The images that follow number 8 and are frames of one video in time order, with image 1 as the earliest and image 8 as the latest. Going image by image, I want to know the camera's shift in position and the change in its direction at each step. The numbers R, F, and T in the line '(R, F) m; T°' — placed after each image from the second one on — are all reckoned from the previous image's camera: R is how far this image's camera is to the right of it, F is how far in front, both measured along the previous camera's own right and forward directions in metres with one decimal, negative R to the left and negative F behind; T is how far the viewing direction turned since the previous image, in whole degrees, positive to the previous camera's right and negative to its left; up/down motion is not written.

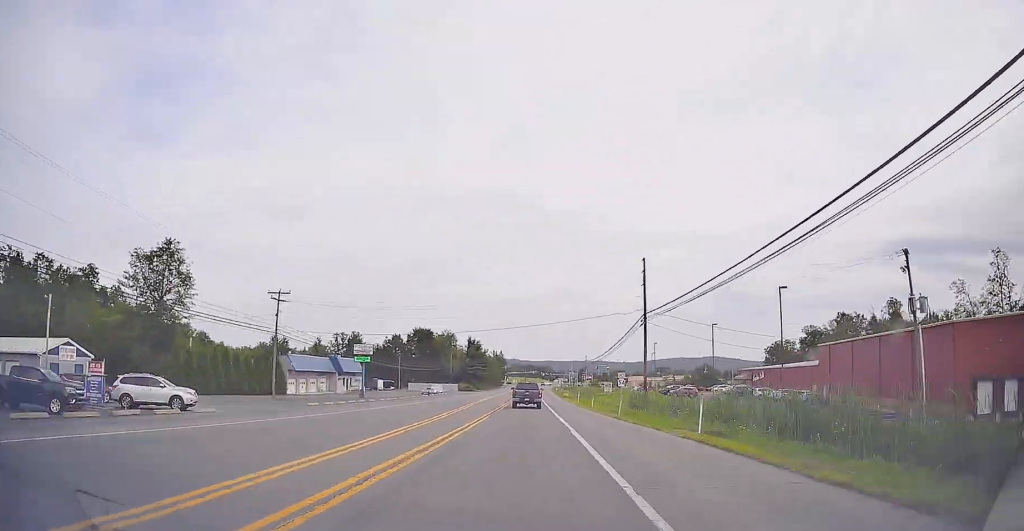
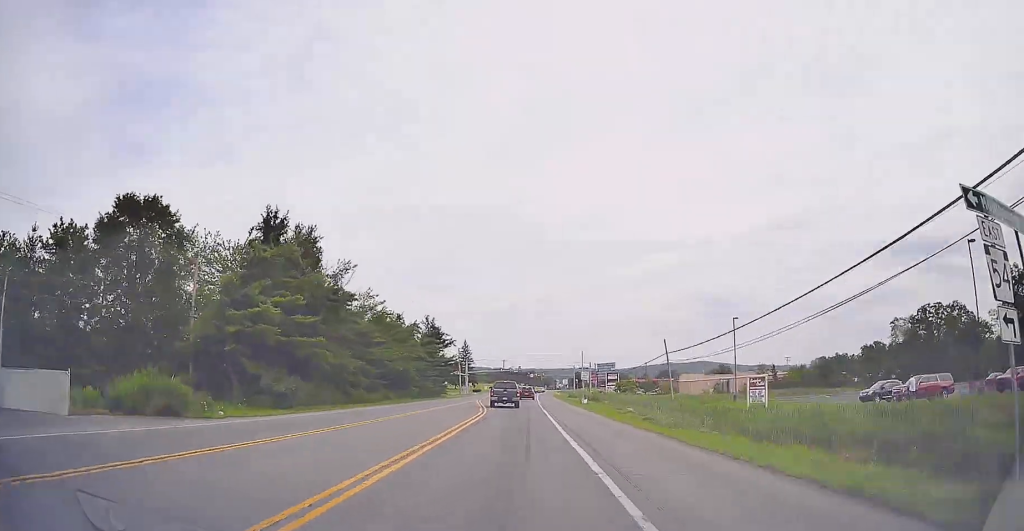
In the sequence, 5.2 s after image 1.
(-0.3, +101.9) m; 0°
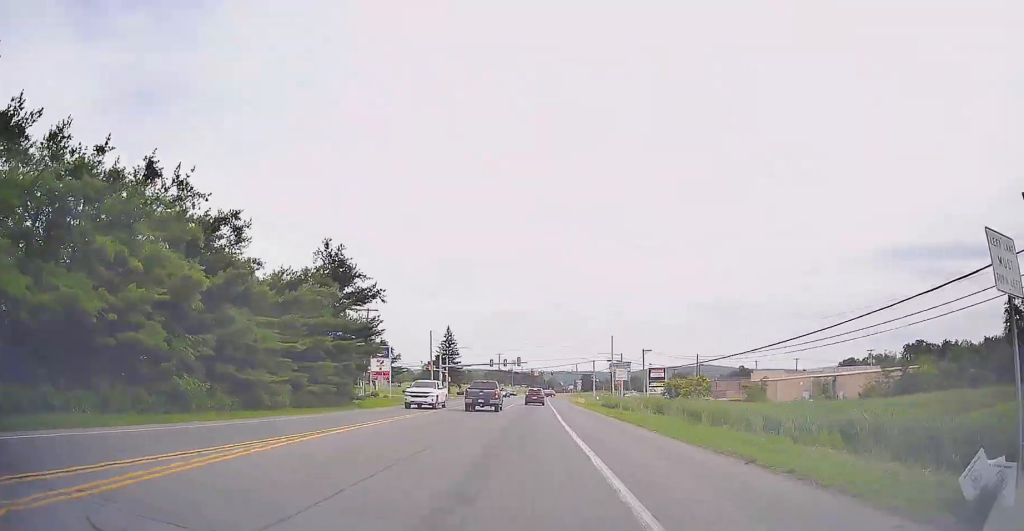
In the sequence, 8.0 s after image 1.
(+0.1, +30.1) m; 0°
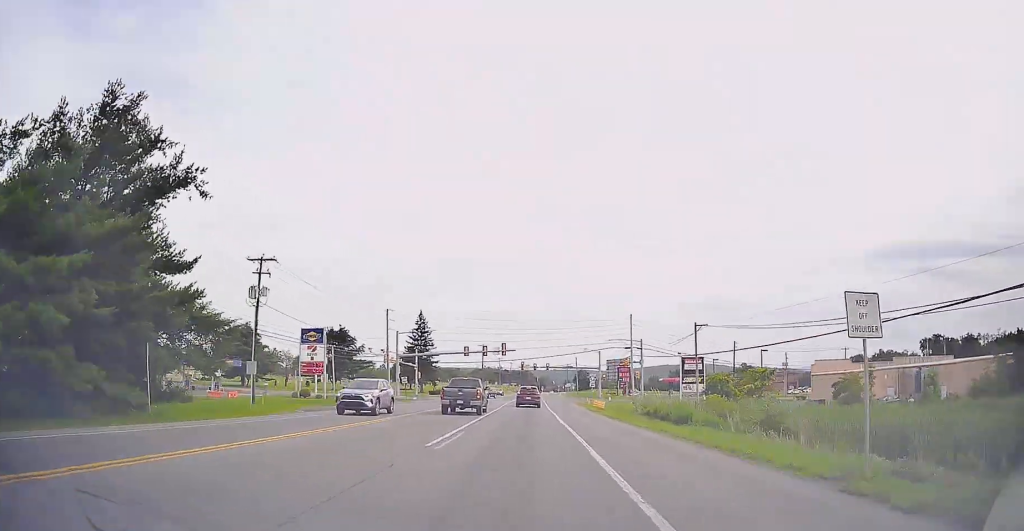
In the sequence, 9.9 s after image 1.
(0.0, +17.0) m; 0°
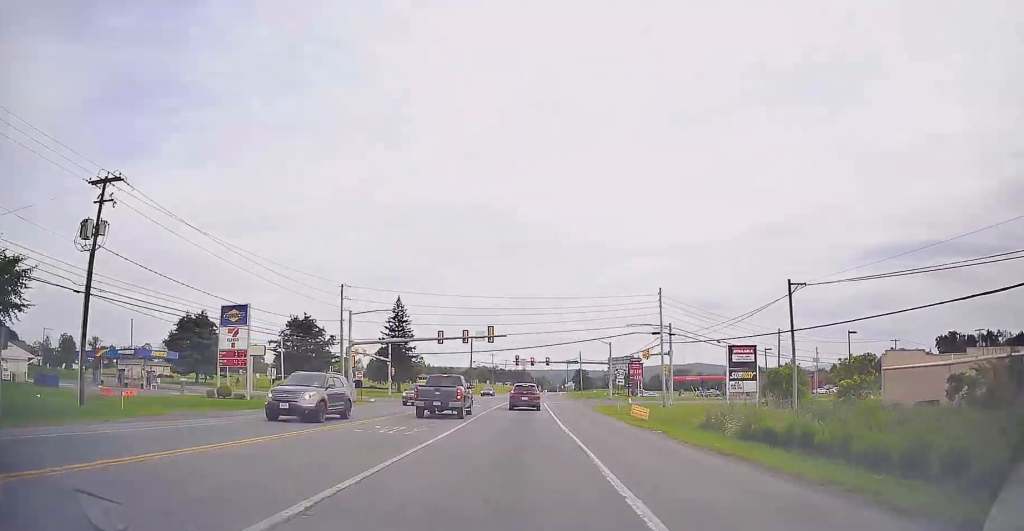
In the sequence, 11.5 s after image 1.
(0.0, +12.0) m; 0°
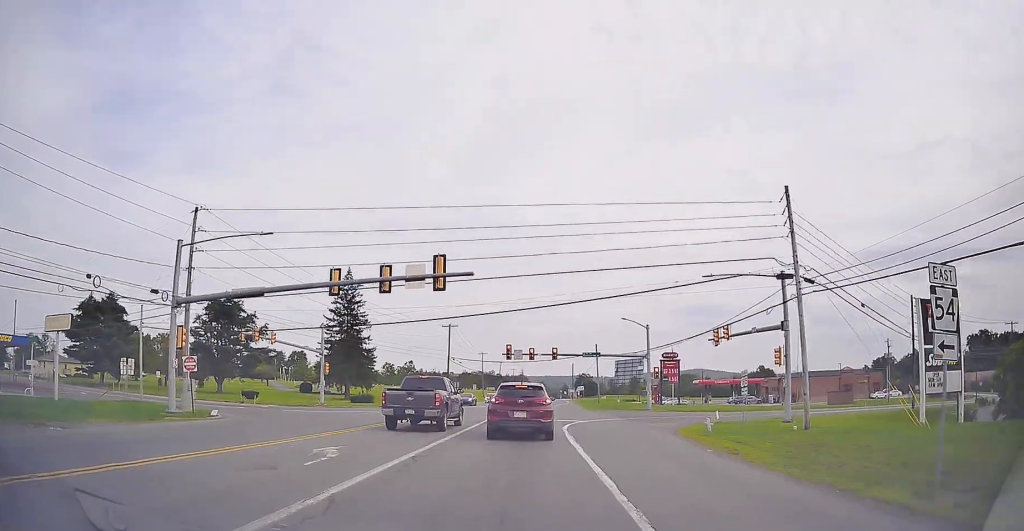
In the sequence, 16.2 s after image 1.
(+0.9, +34.9) m; +2°
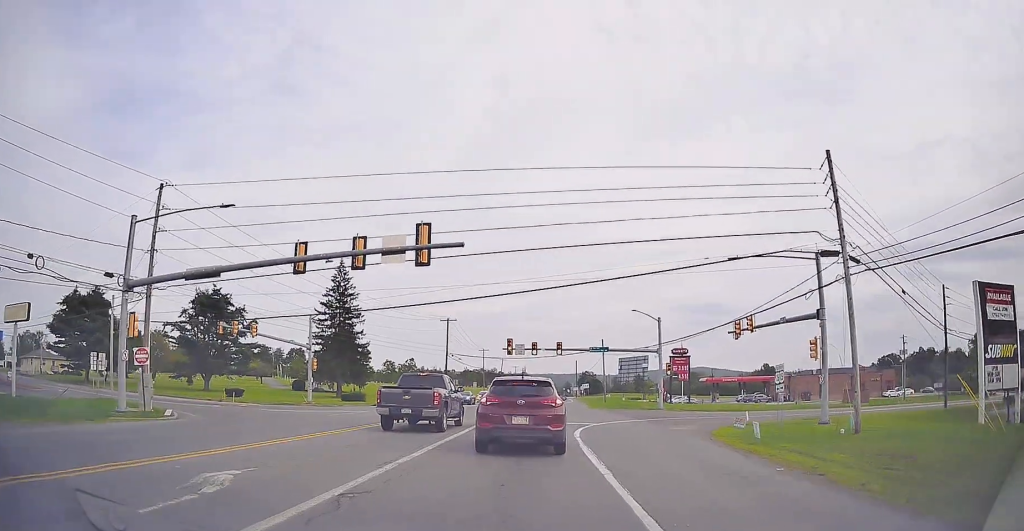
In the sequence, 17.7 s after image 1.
(+0.4, +8.8) m; 0°
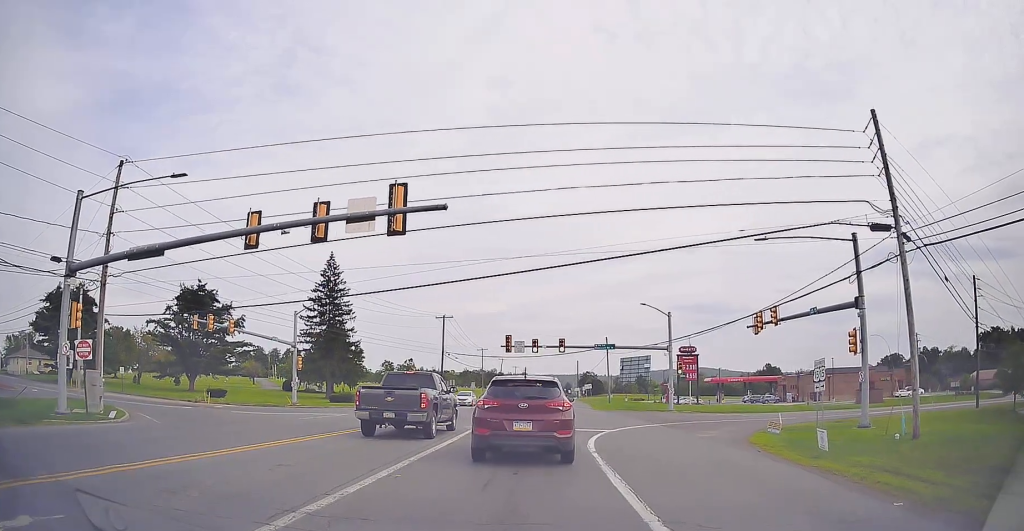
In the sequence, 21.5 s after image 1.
(-0.6, +17.5) m; -1°
